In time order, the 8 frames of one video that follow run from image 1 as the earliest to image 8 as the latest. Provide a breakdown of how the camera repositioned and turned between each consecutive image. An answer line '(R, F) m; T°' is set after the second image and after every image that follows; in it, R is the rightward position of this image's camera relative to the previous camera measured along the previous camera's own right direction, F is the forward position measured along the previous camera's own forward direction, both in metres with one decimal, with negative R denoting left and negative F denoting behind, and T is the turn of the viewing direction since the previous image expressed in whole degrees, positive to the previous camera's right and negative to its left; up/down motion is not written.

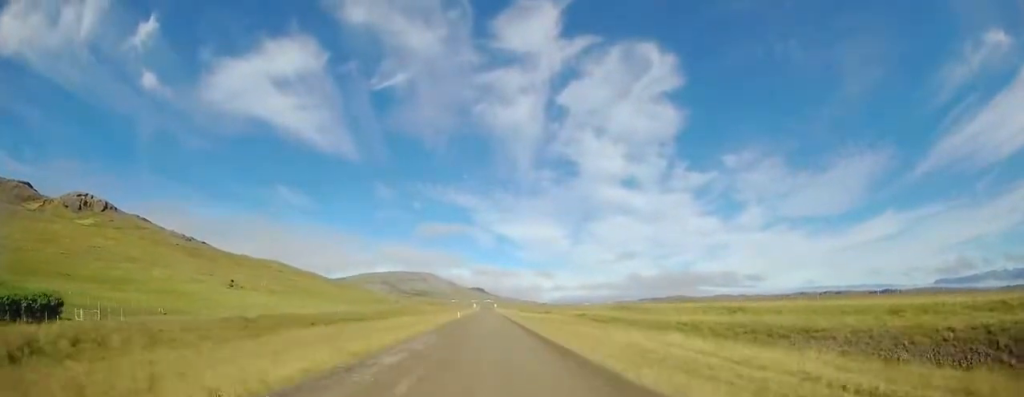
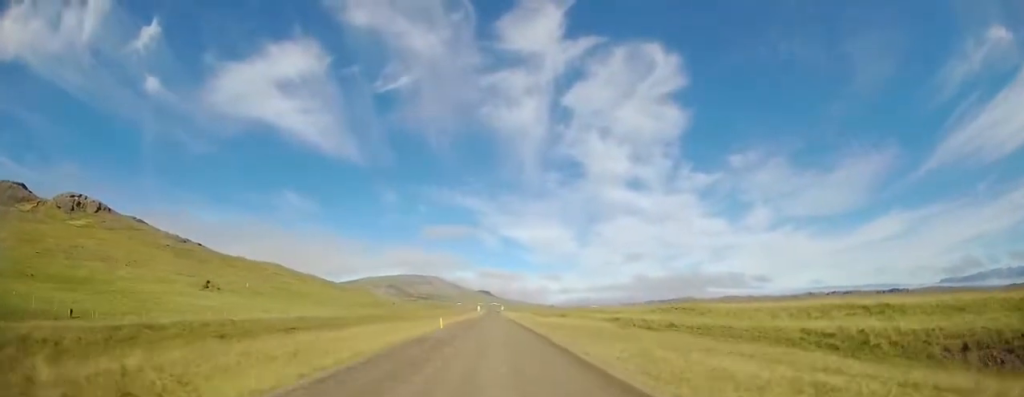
(-0.1, +20.5) m; -2°
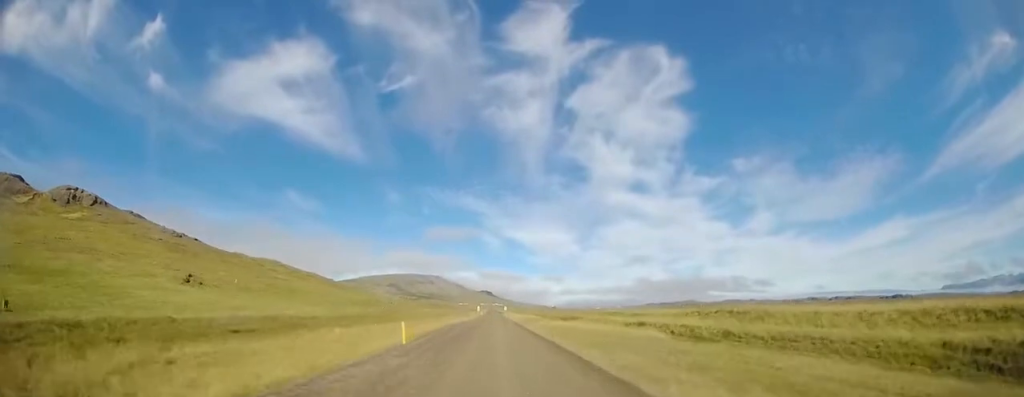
(-0.1, +12.3) m; -1°
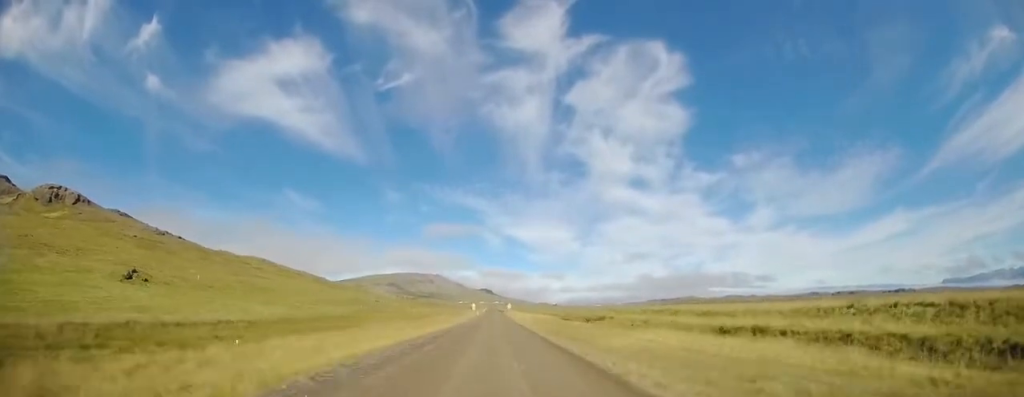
(-0.7, +29.0) m; -2°
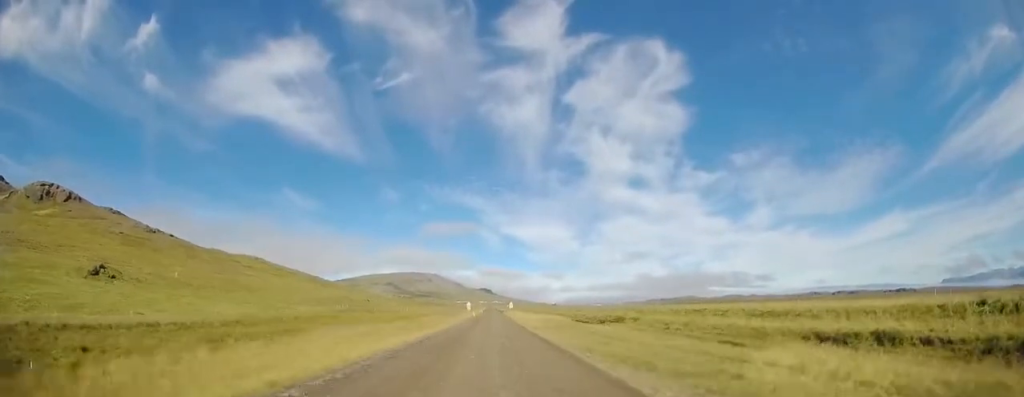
(0.0, +13.9) m; 0°
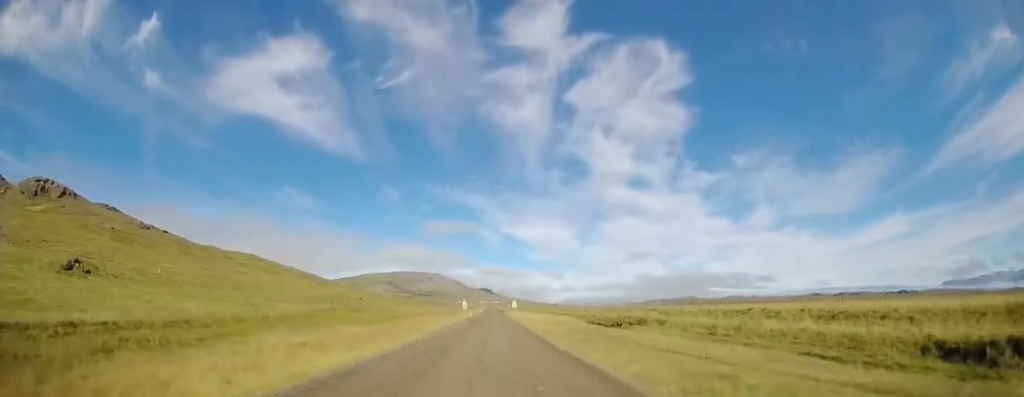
(0.0, +10.4) m; 0°
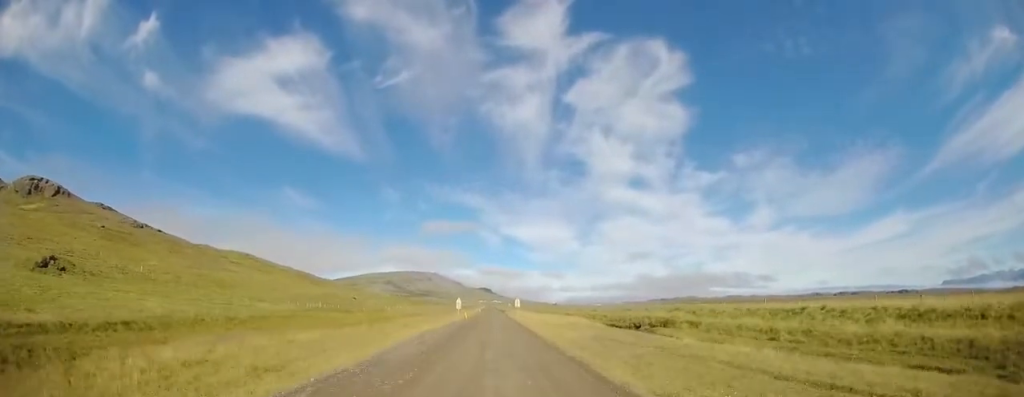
(0.0, +9.3) m; 0°
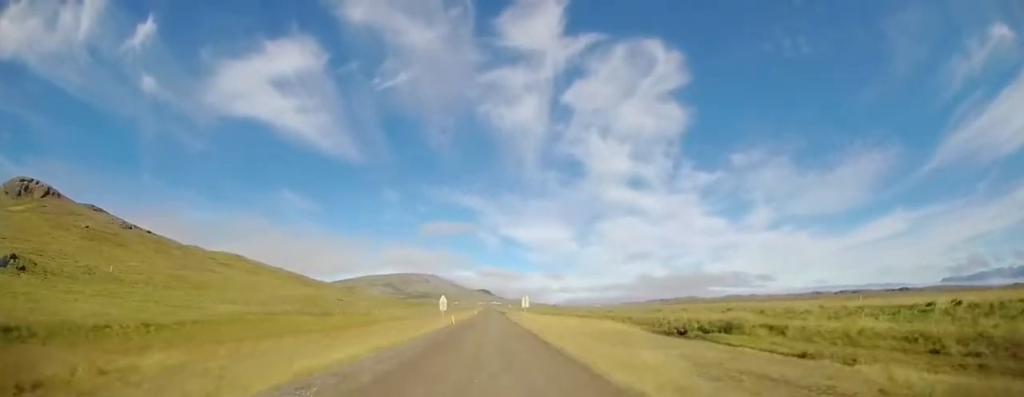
(+0.1, +14.9) m; +2°
